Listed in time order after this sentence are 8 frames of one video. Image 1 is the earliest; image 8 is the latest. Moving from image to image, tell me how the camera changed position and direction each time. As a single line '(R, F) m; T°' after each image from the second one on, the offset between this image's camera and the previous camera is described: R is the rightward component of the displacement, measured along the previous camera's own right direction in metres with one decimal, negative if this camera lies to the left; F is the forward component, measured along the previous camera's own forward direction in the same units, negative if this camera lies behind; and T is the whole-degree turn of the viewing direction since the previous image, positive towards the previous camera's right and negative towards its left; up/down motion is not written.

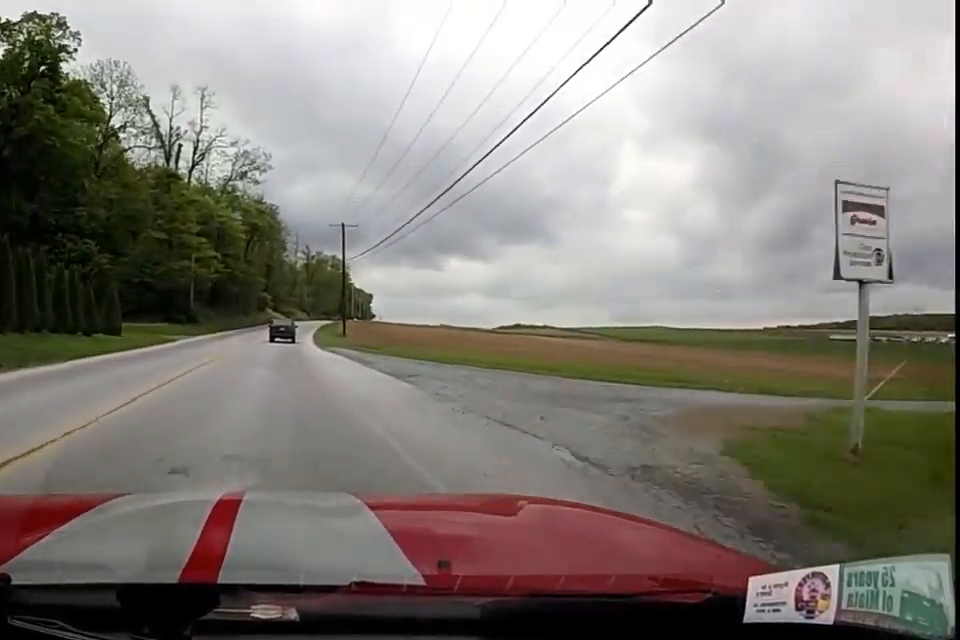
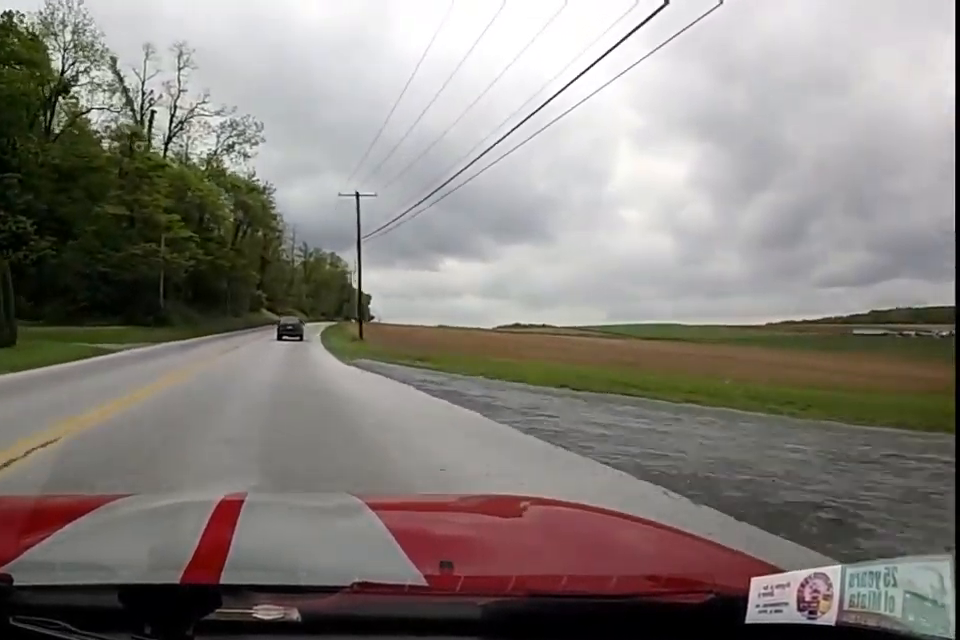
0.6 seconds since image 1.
(+0.8, +14.5) m; +1°
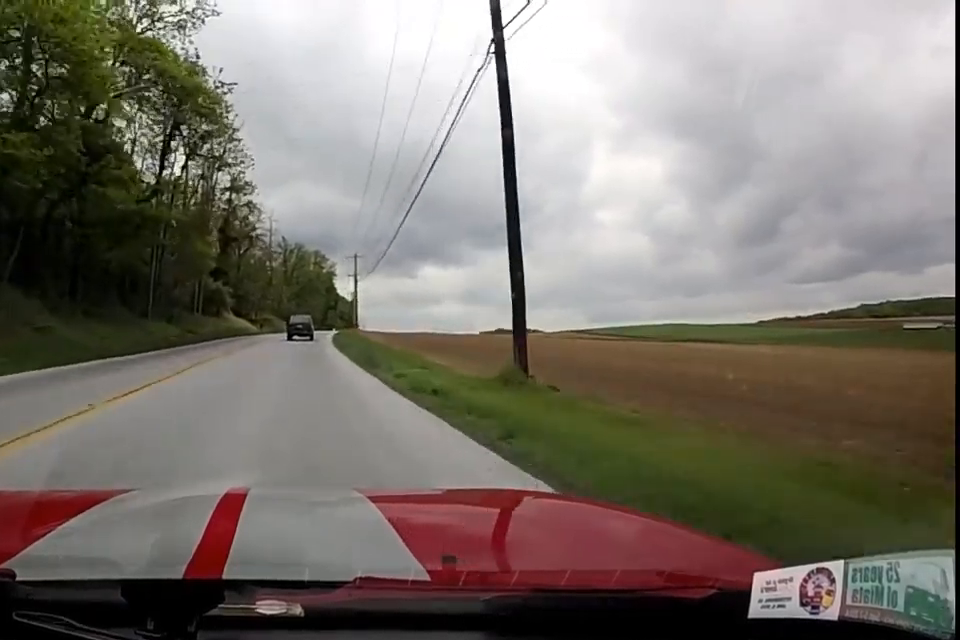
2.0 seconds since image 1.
(0.0, +33.3) m; 0°
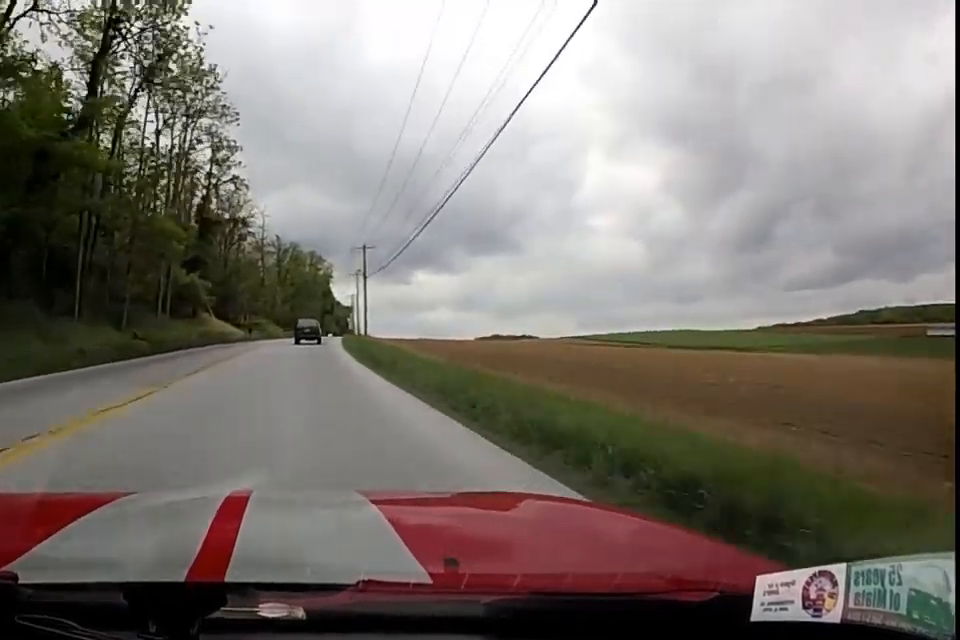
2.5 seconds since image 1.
(+0.1, +12.6) m; 0°
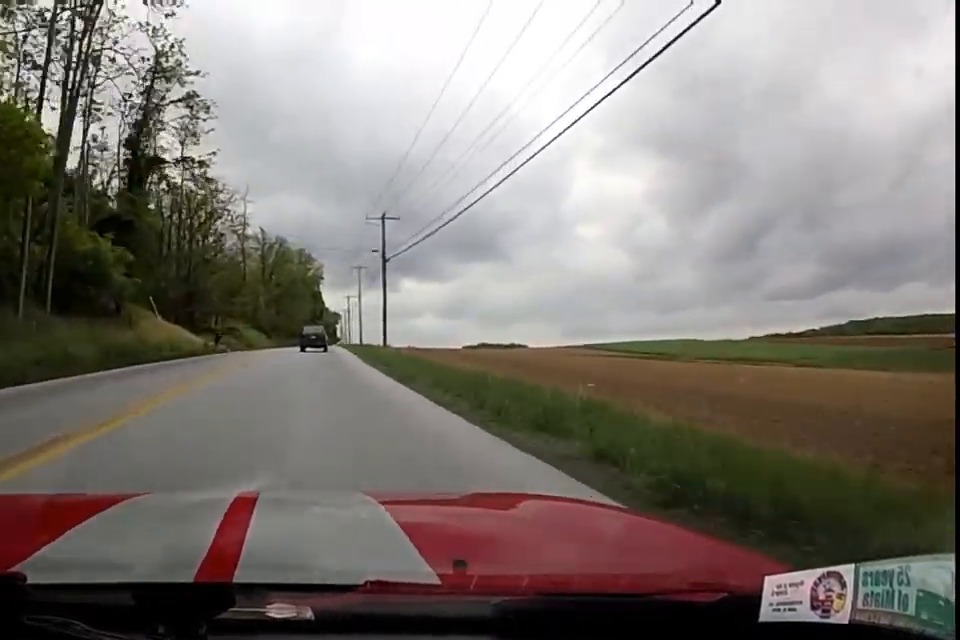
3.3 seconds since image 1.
(+0.1, +18.9) m; 0°
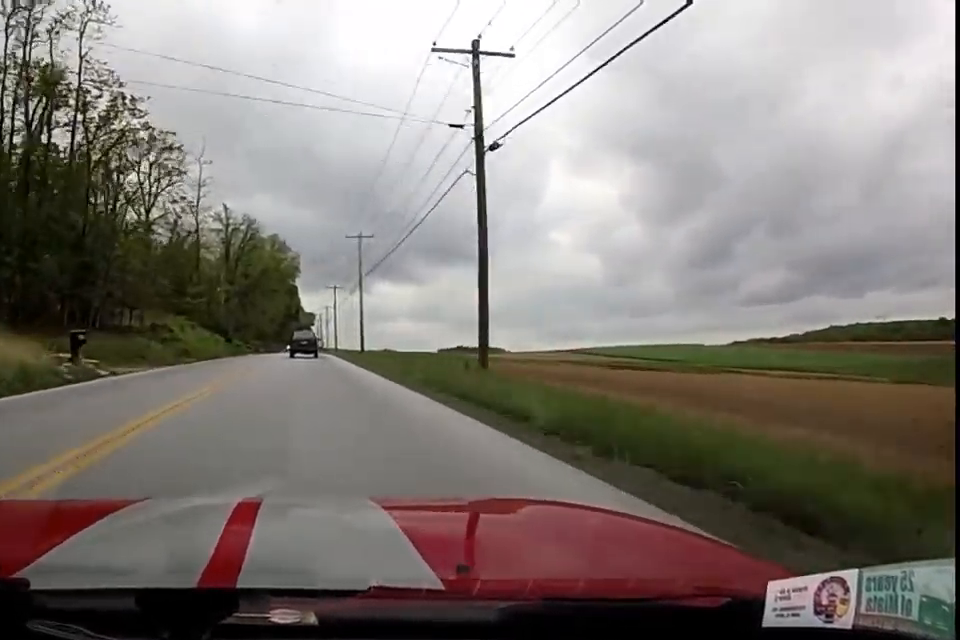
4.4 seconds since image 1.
(-0.1, +25.1) m; 0°
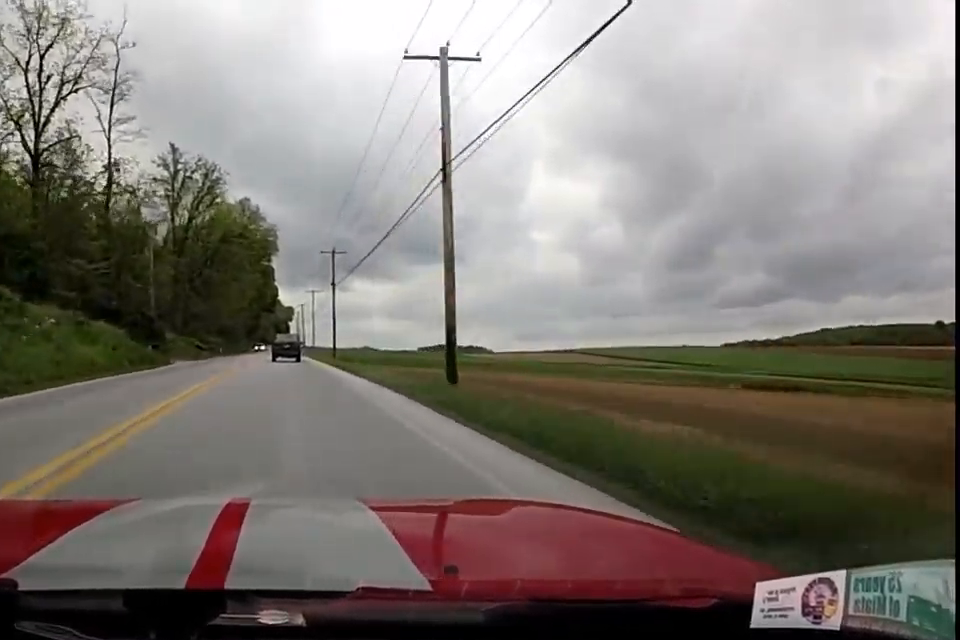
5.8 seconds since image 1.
(+0.4, +32.2) m; +3°
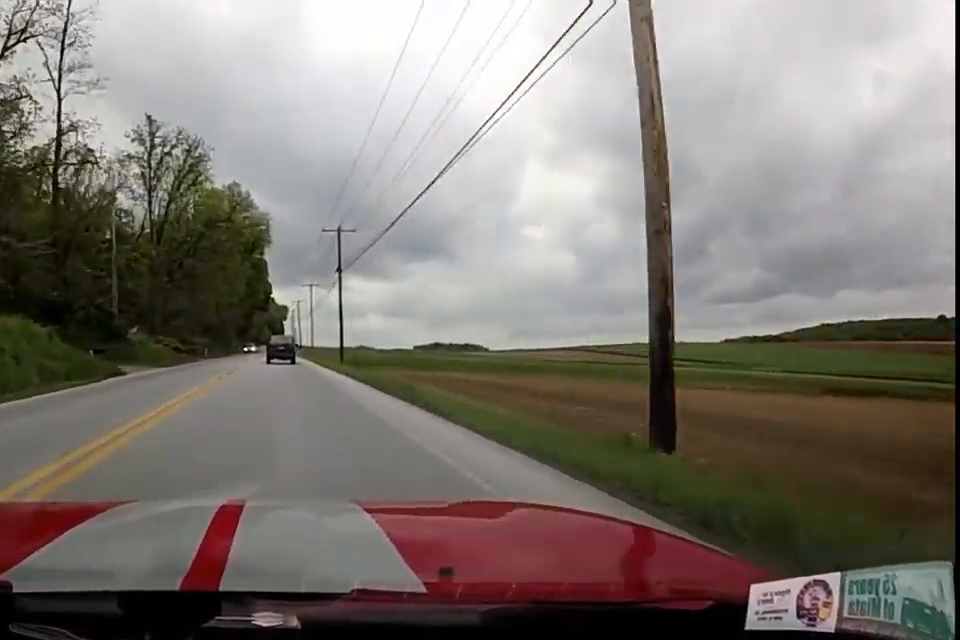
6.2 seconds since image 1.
(+0.2, +10.2) m; +1°
